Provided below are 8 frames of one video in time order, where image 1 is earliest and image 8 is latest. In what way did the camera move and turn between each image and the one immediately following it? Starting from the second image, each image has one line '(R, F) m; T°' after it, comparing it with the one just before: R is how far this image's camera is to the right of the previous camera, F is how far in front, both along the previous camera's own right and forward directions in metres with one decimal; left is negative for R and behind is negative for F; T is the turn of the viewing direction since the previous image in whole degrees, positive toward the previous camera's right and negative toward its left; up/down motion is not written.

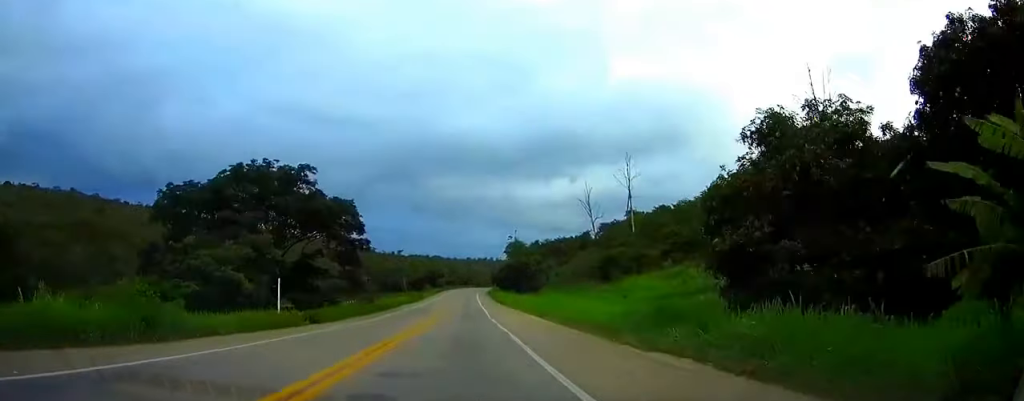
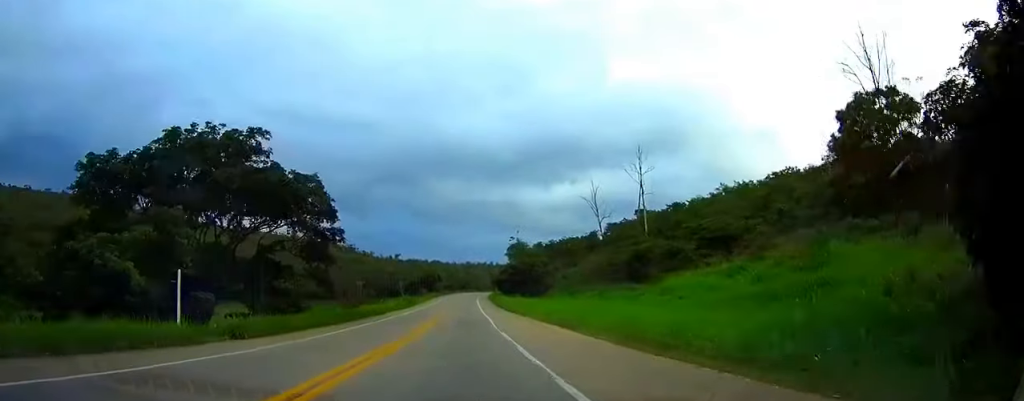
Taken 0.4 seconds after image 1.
(0.0, +12.4) m; 0°
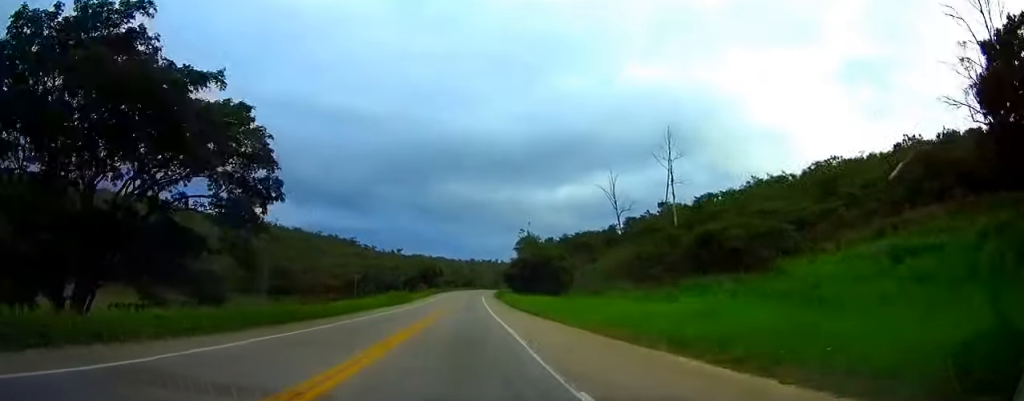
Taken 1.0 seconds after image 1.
(0.0, +17.5) m; 0°
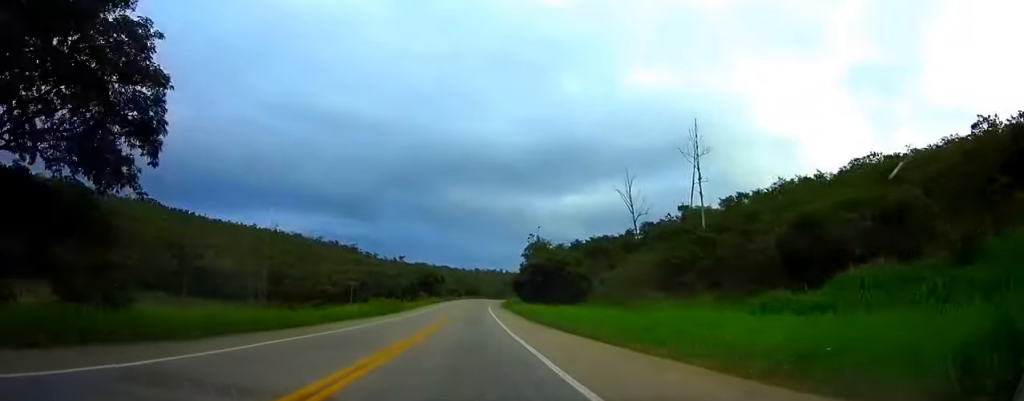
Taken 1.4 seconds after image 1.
(0.0, +13.4) m; 0°
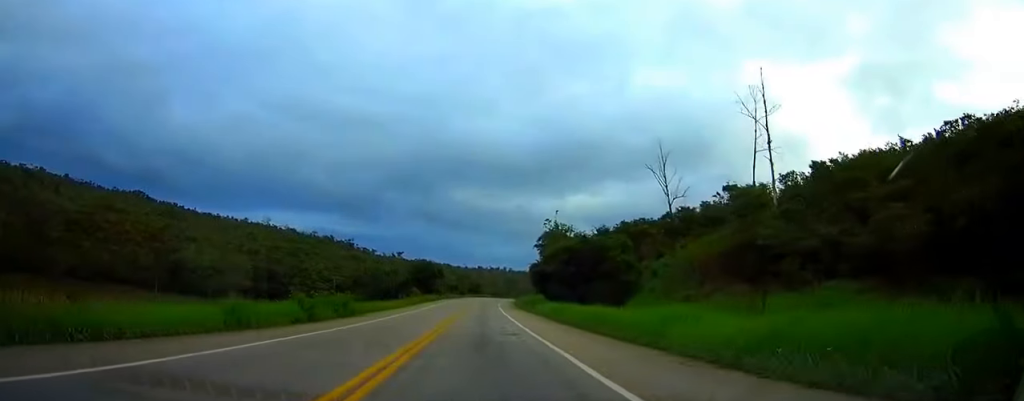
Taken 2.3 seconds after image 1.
(0.0, +27.9) m; 0°
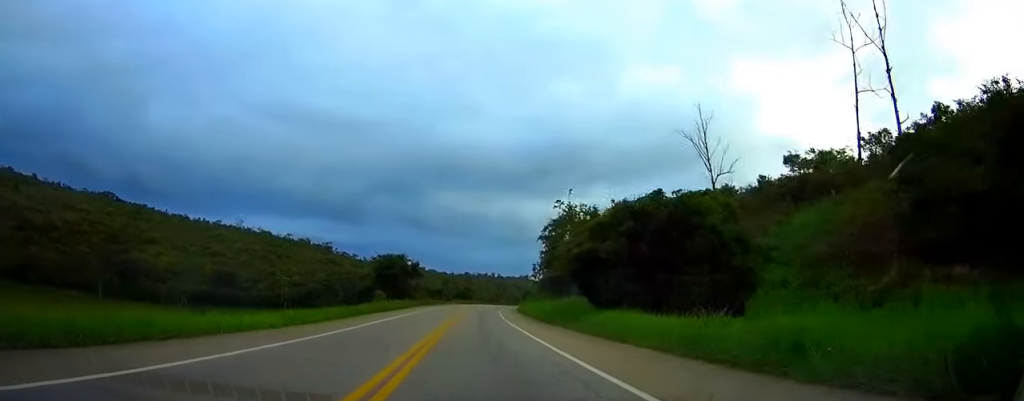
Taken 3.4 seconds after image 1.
(+0.2, +33.2) m; +1°
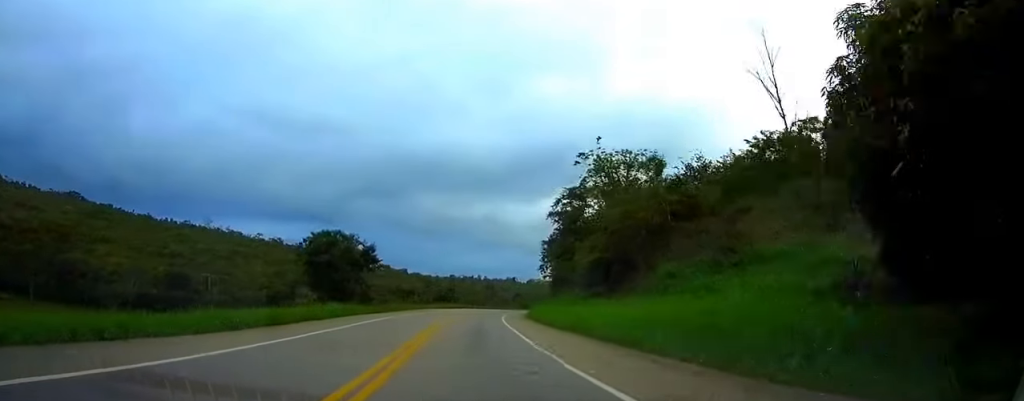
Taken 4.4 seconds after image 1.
(+0.3, +32.9) m; +2°
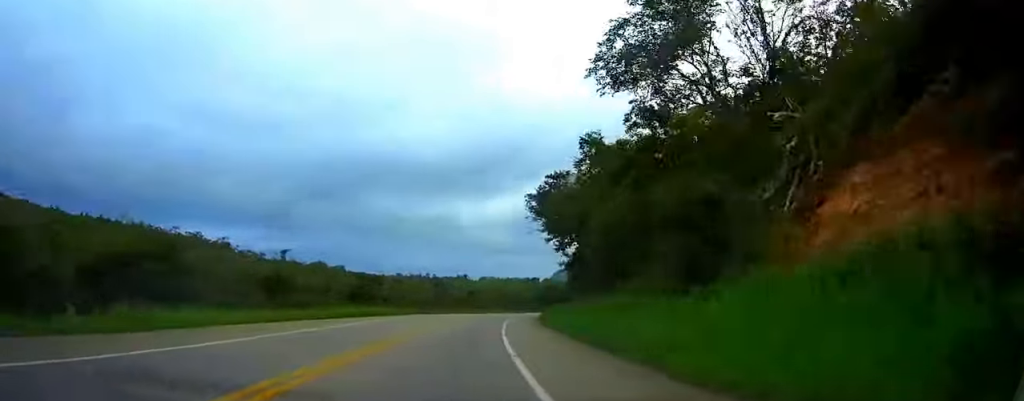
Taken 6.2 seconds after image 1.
(+1.6, +54.3) m; +4°
